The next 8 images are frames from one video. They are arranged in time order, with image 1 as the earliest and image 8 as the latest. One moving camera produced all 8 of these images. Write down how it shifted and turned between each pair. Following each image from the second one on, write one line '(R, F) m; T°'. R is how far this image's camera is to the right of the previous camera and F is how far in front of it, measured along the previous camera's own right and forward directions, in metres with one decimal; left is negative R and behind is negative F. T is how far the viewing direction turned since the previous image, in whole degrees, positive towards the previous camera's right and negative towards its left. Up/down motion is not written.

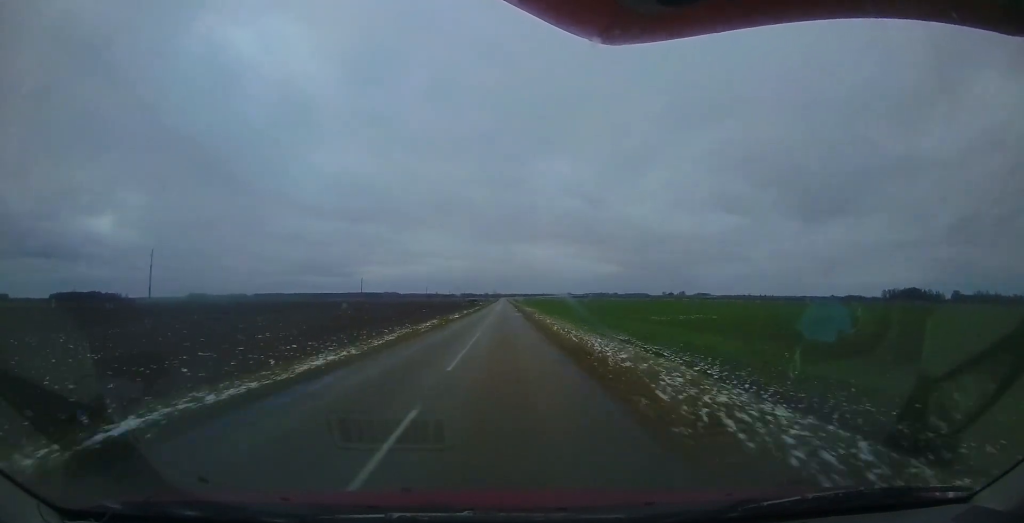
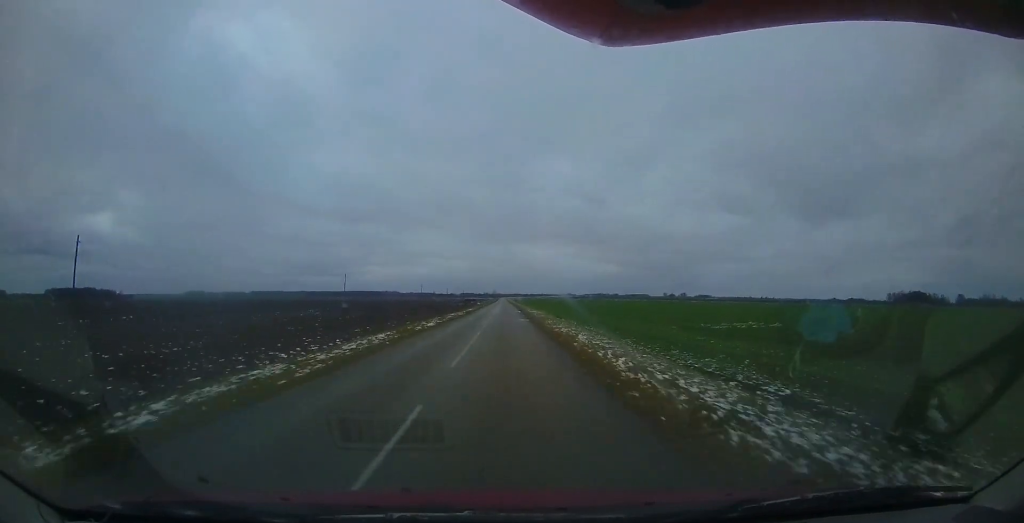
(+0.1, +11.7) m; 0°
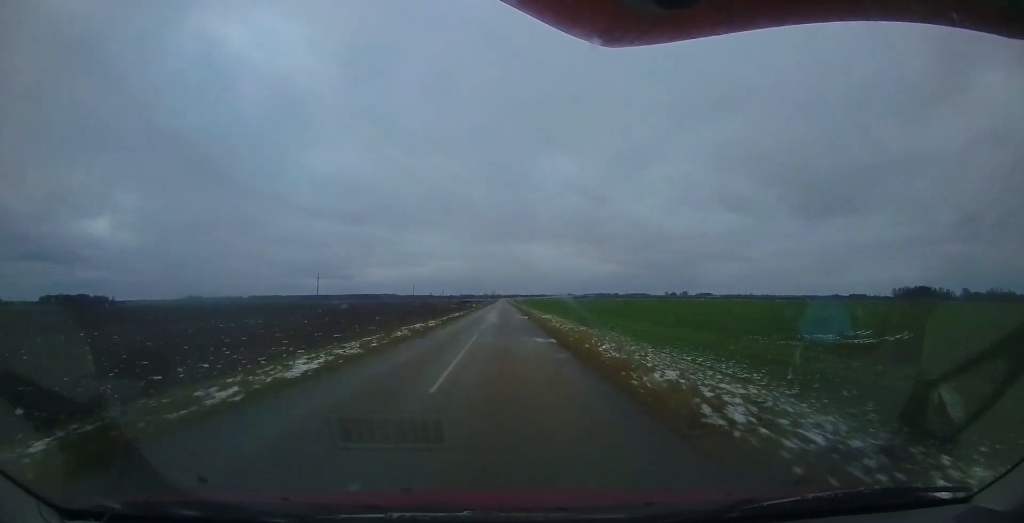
(+0.2, +14.5) m; 0°
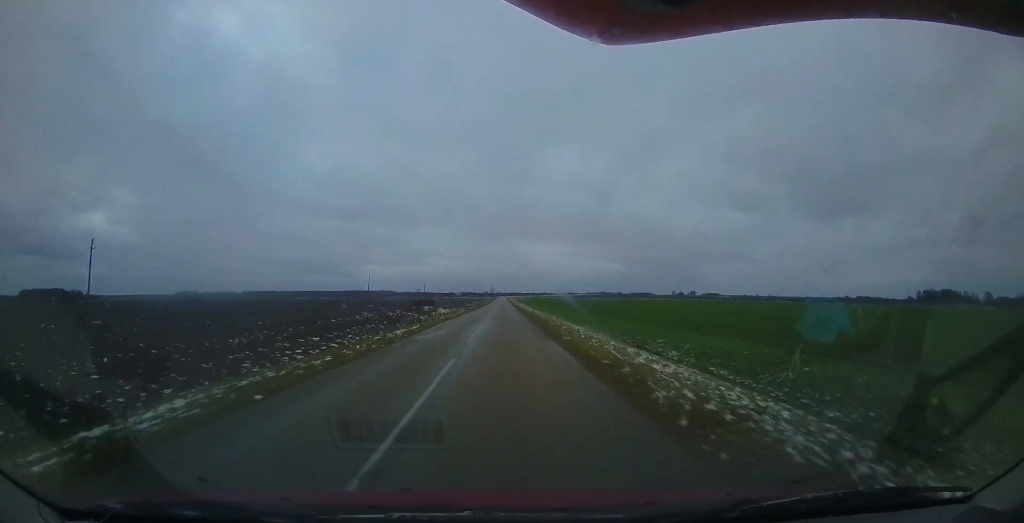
(0.0, +54.7) m; 0°
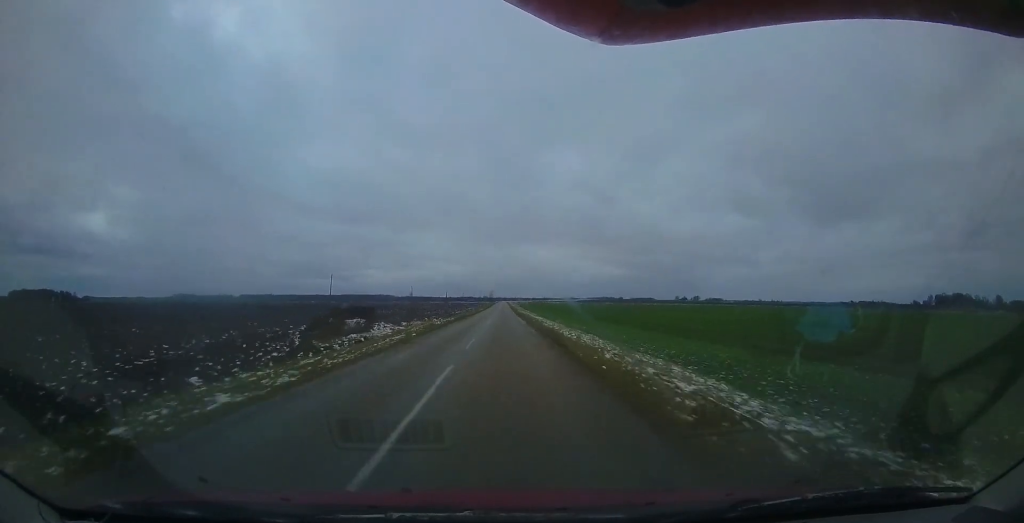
(-0.3, +24.6) m; -1°
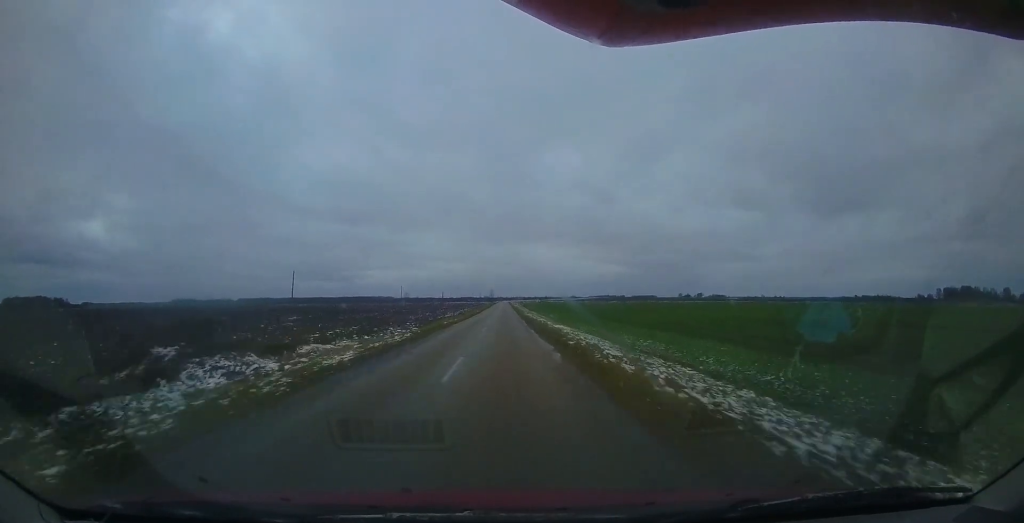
(-0.1, +16.3) m; 0°
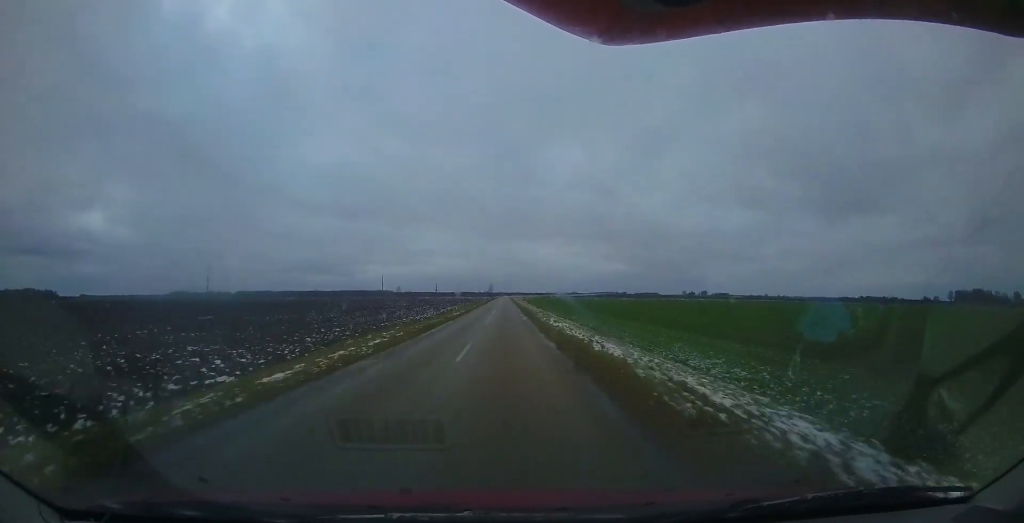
(0.0, +22.5) m; 0°
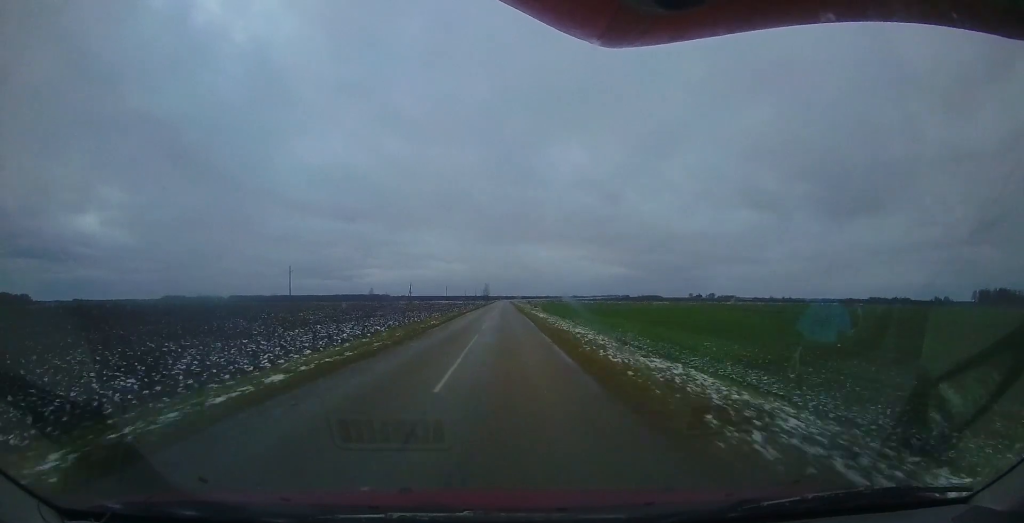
(+0.4, +51.1) m; 0°
